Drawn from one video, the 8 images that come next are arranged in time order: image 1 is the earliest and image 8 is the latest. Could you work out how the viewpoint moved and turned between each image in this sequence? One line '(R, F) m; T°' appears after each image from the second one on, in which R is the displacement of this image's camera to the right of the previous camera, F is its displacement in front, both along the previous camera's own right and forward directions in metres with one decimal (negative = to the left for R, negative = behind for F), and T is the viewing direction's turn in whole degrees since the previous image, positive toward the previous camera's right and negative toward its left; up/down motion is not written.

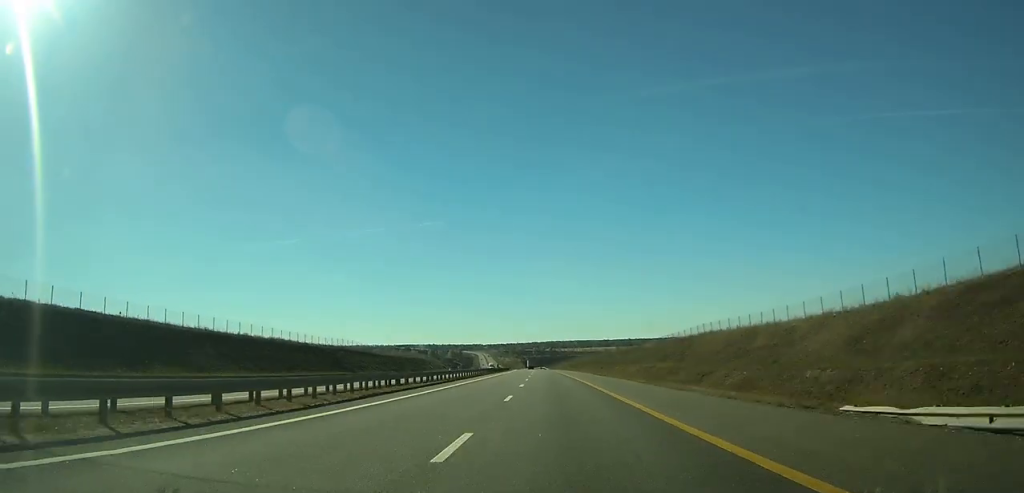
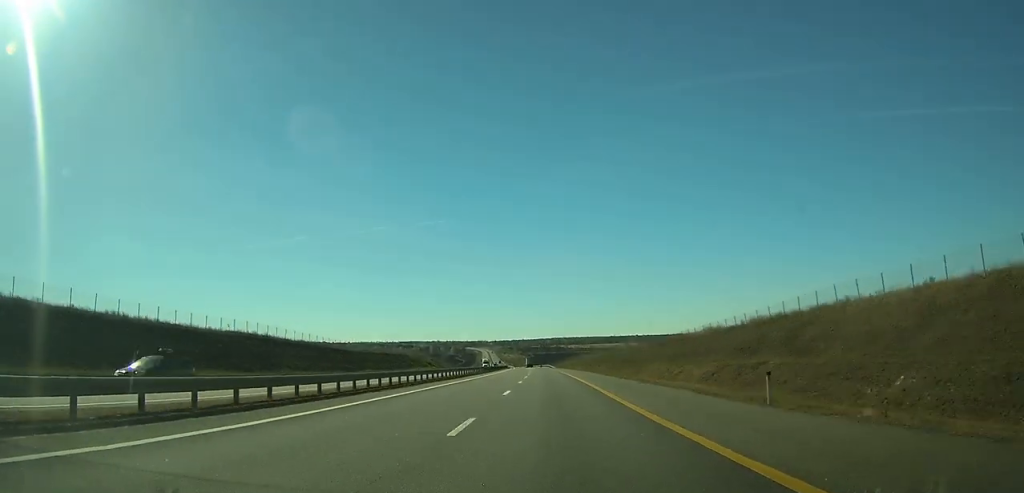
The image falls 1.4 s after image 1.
(-0.4, +45.2) m; -1°
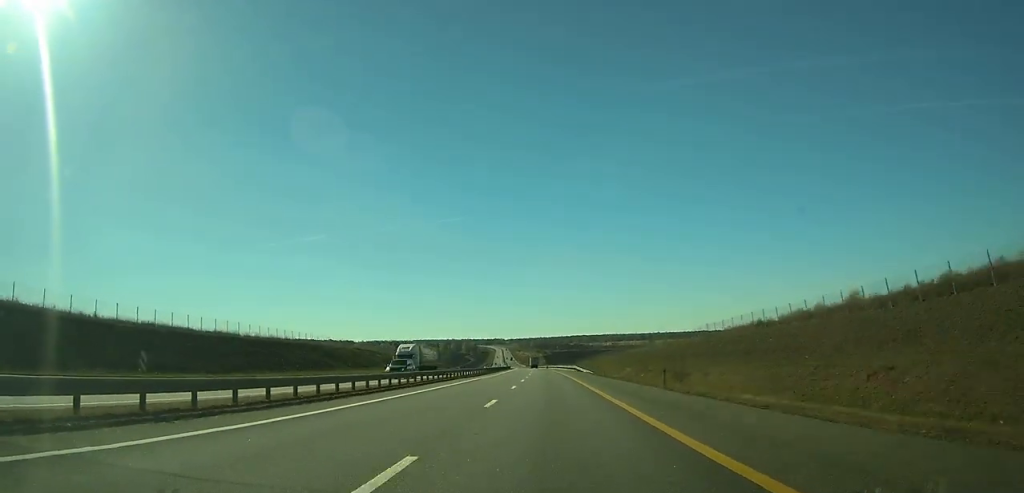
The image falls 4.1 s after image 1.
(-0.8, +88.5) m; -1°
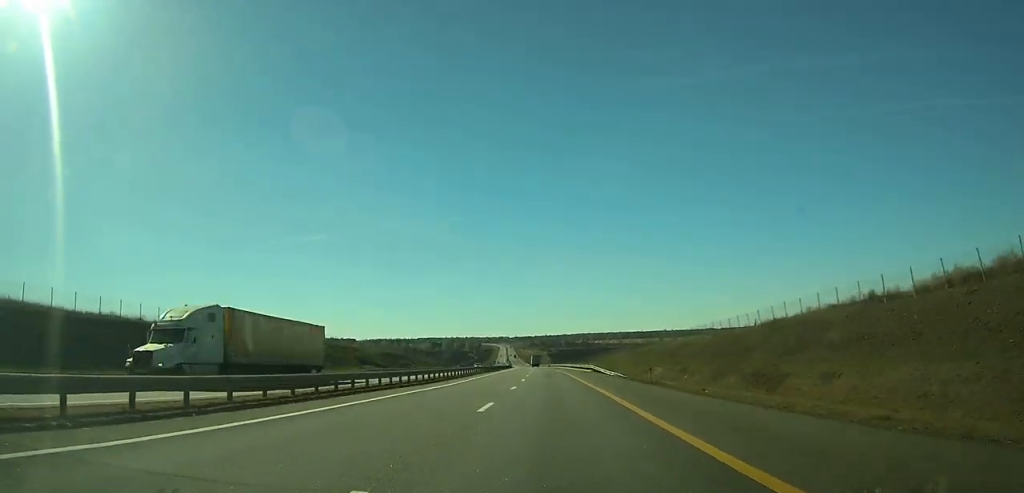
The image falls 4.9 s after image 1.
(-0.2, +26.1) m; -1°
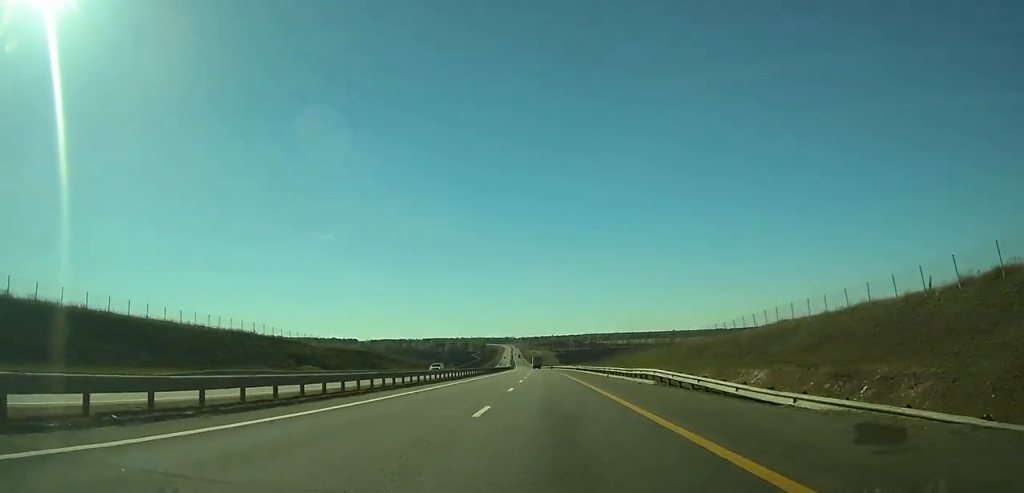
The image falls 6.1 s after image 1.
(-0.3, +36.9) m; -1°
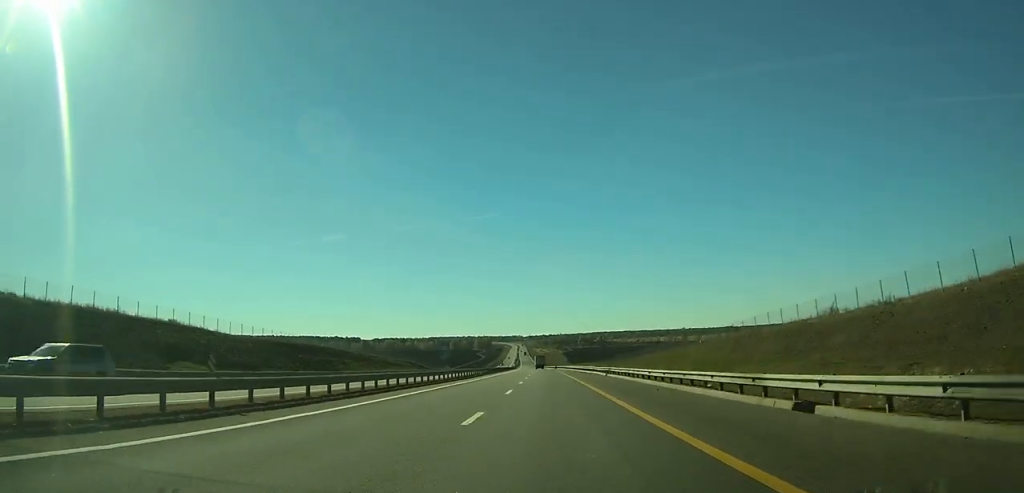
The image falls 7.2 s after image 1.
(-0.3, +37.1) m; -1°
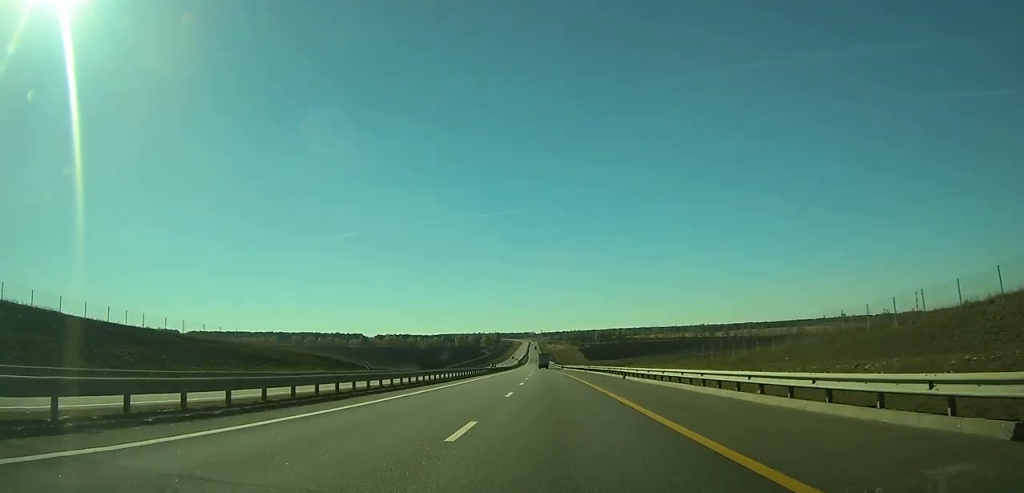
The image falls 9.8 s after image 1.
(-1.0, +85.6) m; -1°
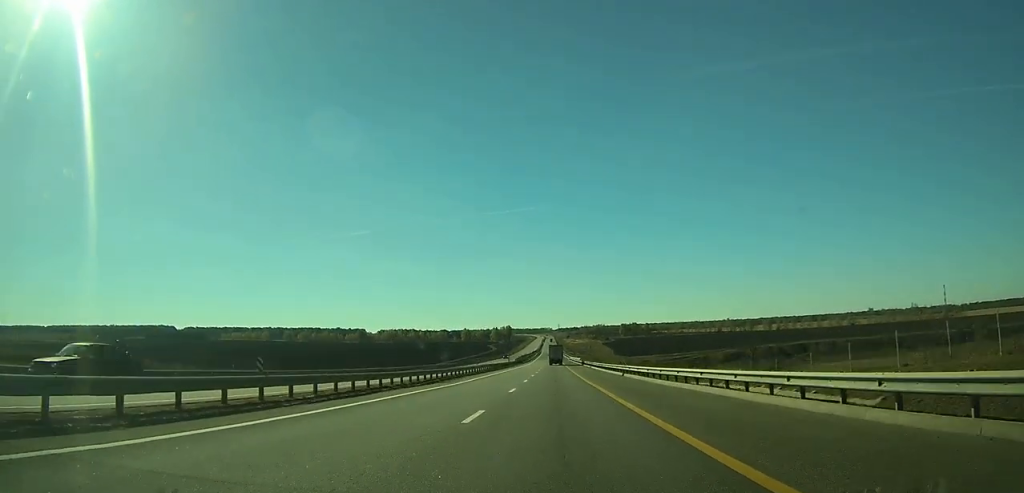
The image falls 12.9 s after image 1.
(-1.6, +104.3) m; -2°
